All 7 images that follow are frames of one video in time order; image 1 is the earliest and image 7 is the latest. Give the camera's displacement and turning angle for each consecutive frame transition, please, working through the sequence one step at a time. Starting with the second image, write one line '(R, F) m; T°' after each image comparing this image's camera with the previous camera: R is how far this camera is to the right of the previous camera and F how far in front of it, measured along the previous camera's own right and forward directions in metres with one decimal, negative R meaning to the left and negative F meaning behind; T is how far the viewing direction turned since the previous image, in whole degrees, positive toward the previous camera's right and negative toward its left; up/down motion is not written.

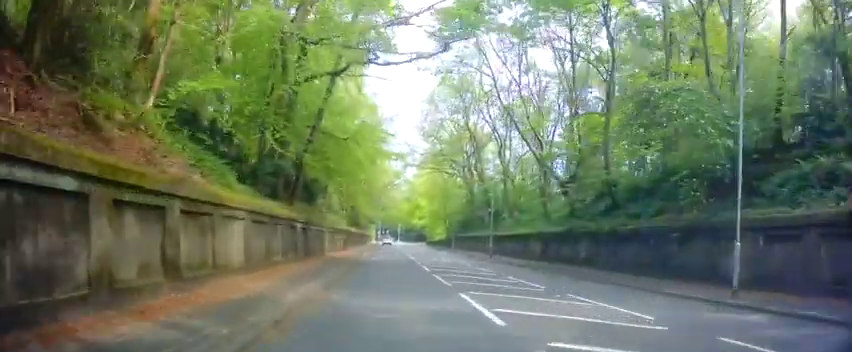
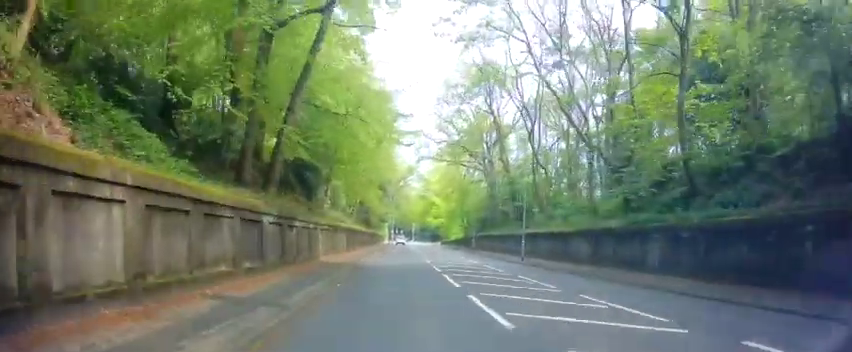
(-0.1, +6.1) m; -2°
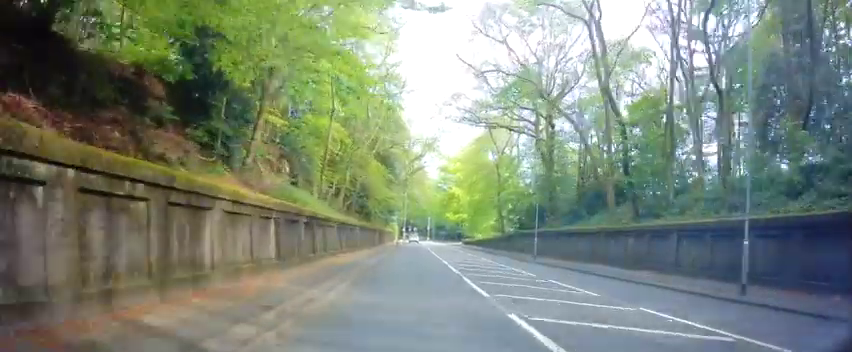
(+0.3, +21.6) m; +4°
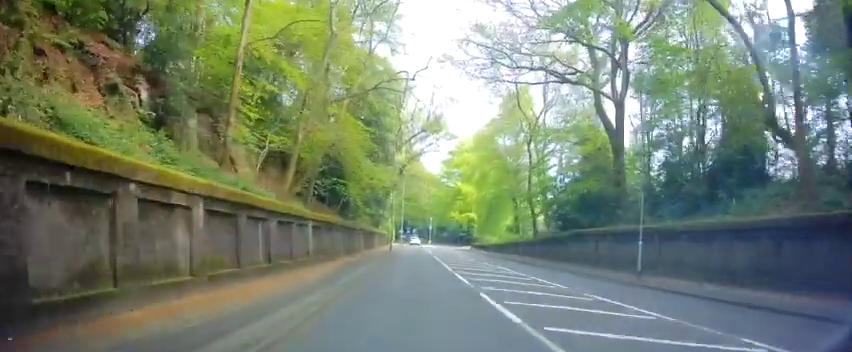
(+0.6, +14.9) m; +3°
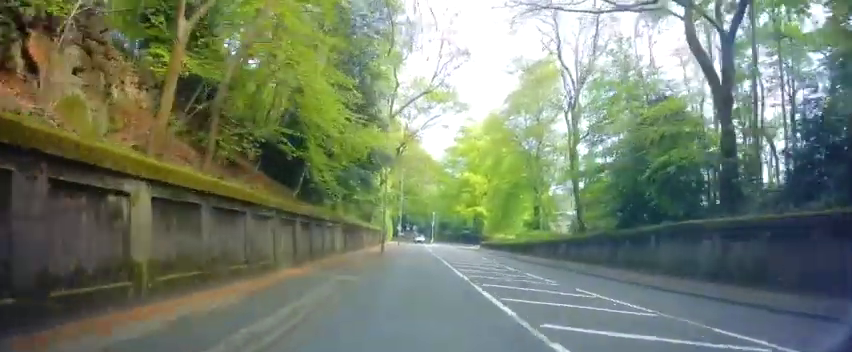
(0.0, +11.0) m; -2°
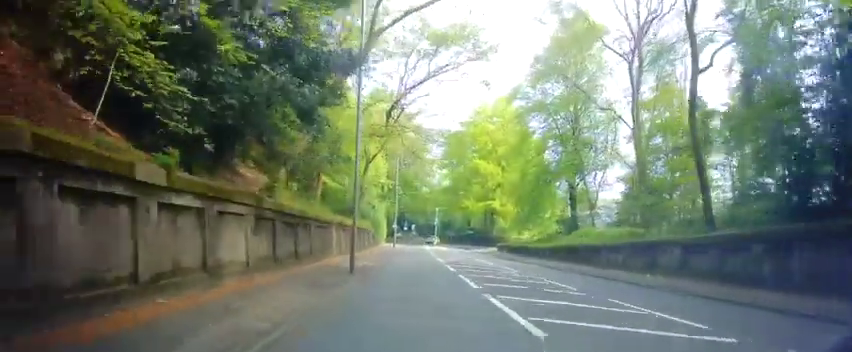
(-0.4, +13.8) m; -3°
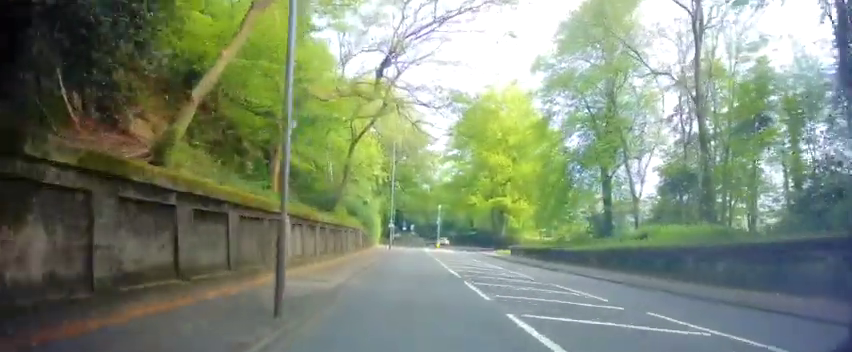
(0.0, +8.7) m; -1°
